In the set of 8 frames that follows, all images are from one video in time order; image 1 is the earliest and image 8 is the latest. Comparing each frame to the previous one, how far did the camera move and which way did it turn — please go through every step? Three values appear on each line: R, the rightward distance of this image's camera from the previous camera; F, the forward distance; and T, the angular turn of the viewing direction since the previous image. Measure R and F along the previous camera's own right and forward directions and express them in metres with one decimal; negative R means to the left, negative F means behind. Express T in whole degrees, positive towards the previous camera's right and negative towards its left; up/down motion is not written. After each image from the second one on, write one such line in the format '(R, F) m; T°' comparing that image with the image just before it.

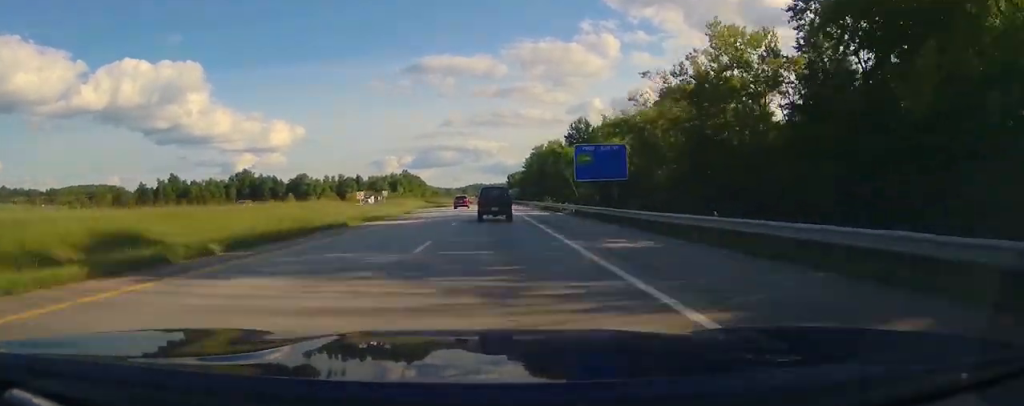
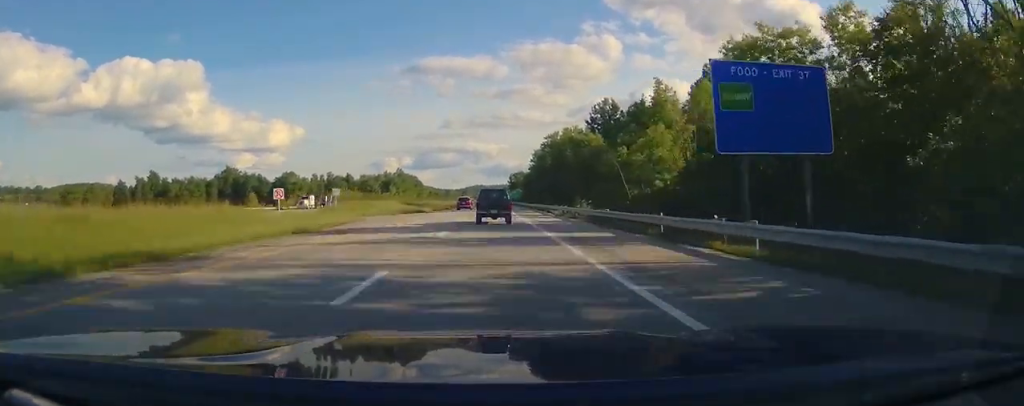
(-0.1, +30.5) m; 0°
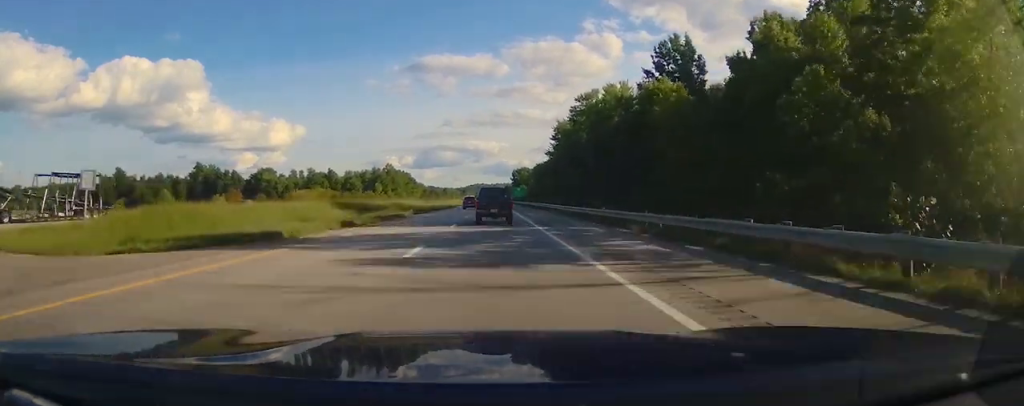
(+0.1, +43.6) m; 0°
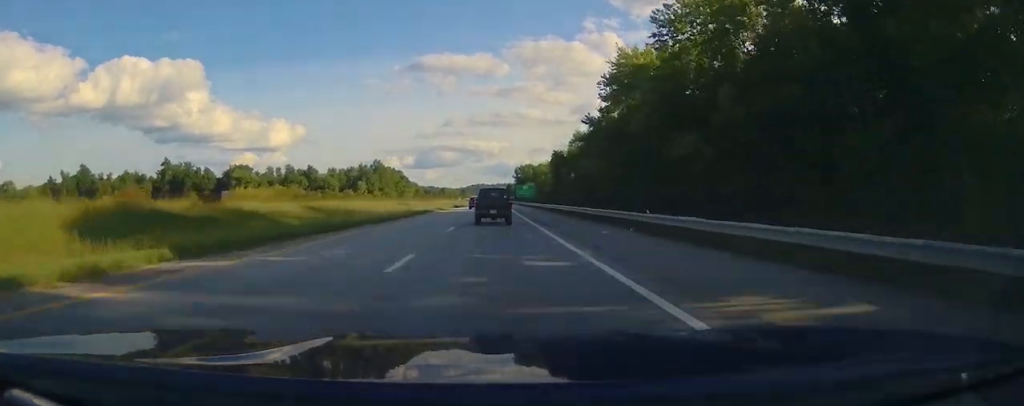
(0.0, +39.0) m; 0°
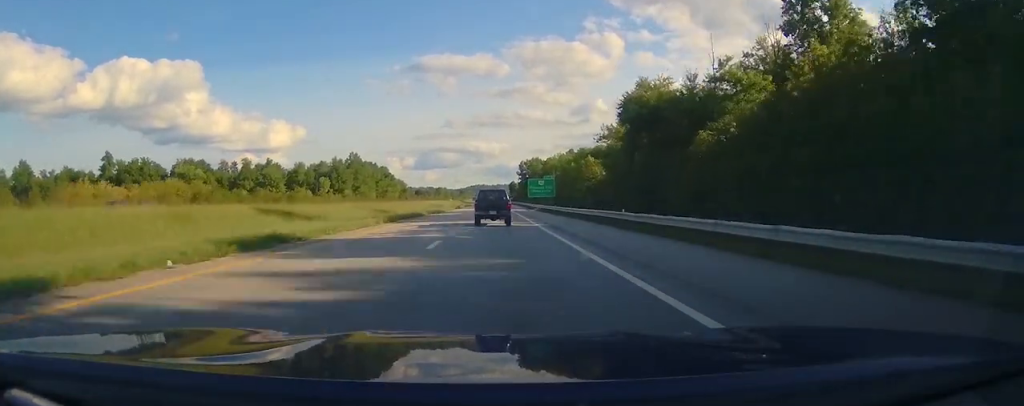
(+0.1, +56.0) m; 0°
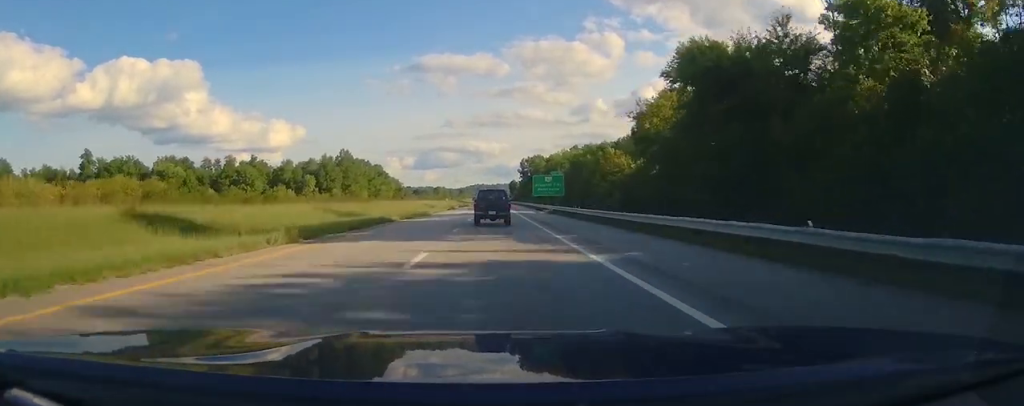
(0.0, +16.3) m; 0°
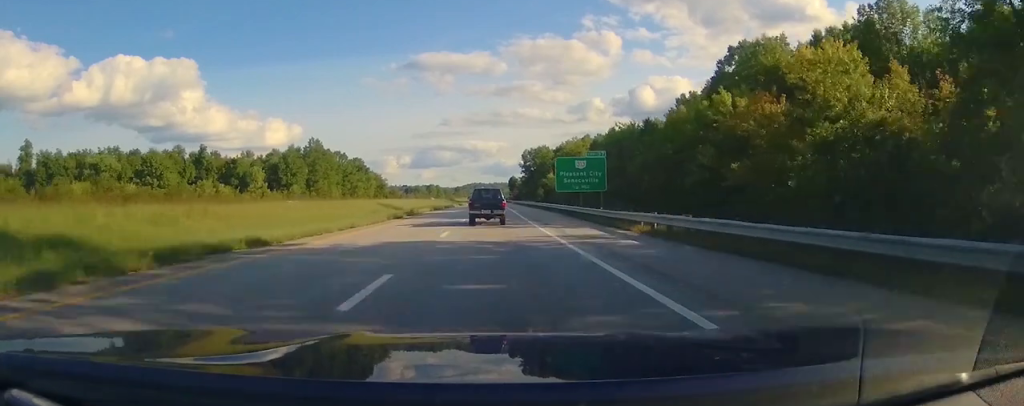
(+0.1, +40.6) m; 0°
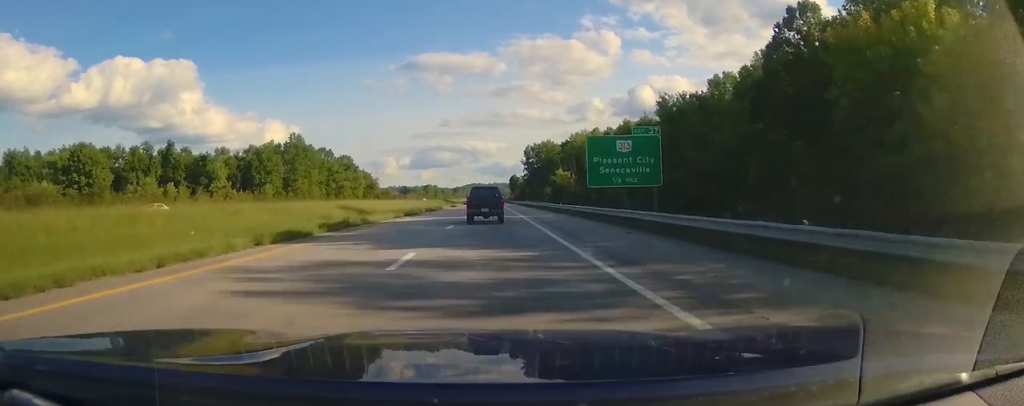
(+0.1, +20.9) m; 0°
